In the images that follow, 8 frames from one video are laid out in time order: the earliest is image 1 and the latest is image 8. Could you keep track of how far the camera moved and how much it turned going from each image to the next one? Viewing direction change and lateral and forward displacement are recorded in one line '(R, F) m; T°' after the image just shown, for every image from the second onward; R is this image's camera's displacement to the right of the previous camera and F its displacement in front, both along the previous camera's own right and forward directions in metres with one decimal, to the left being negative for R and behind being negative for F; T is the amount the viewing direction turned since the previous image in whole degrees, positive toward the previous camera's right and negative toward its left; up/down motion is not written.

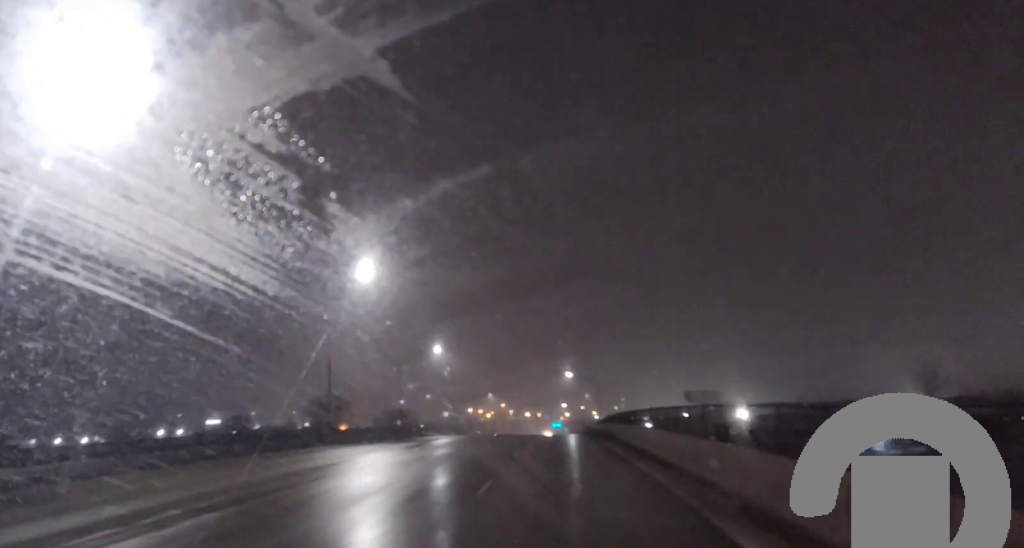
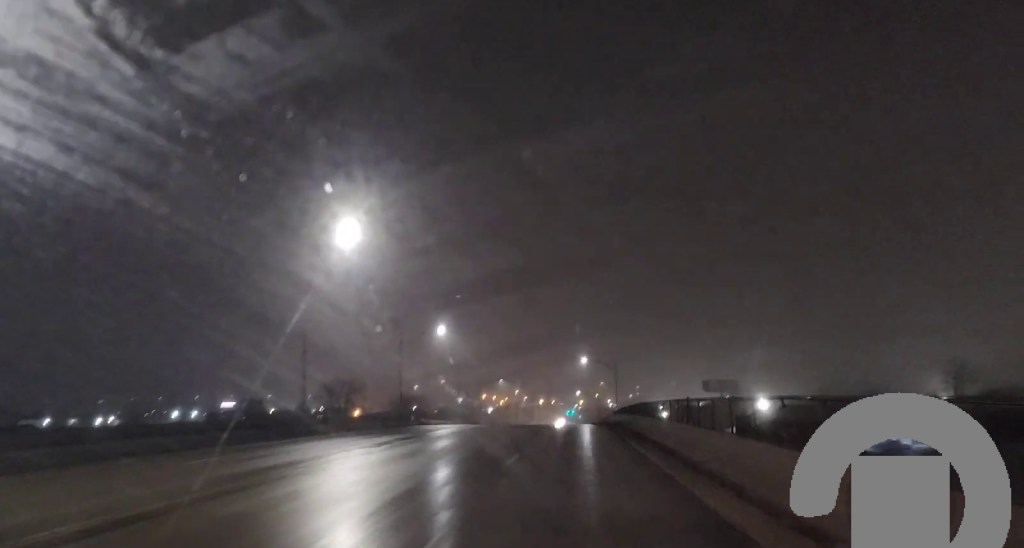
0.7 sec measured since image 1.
(+0.1, +7.9) m; +1°
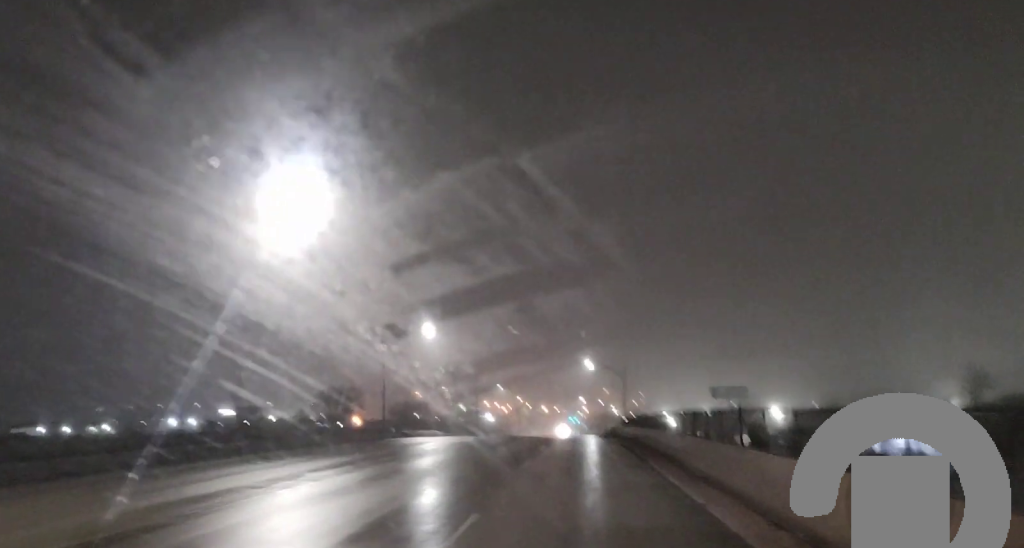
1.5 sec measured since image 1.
(+0.1, +9.6) m; 0°
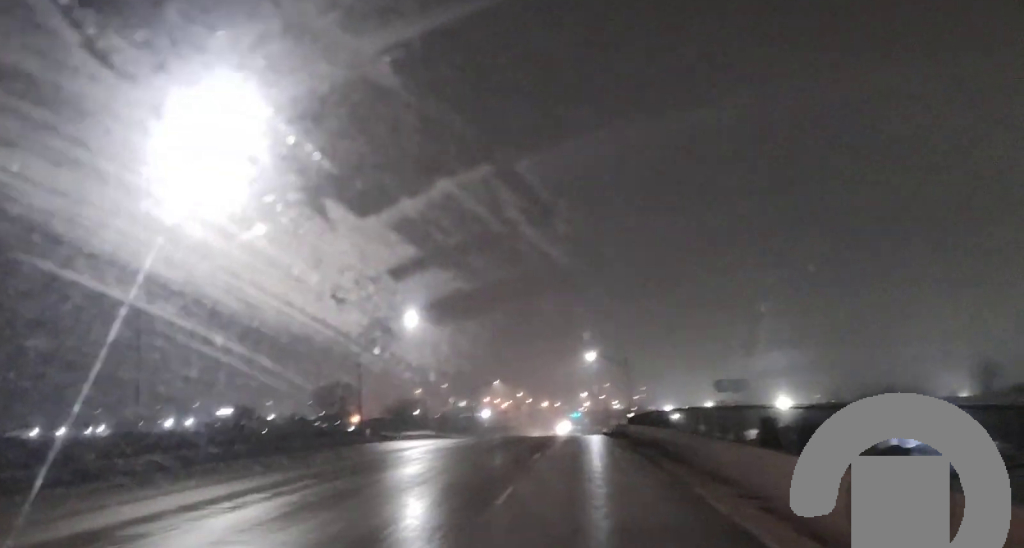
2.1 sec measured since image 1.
(-0.2, +8.2) m; -1°
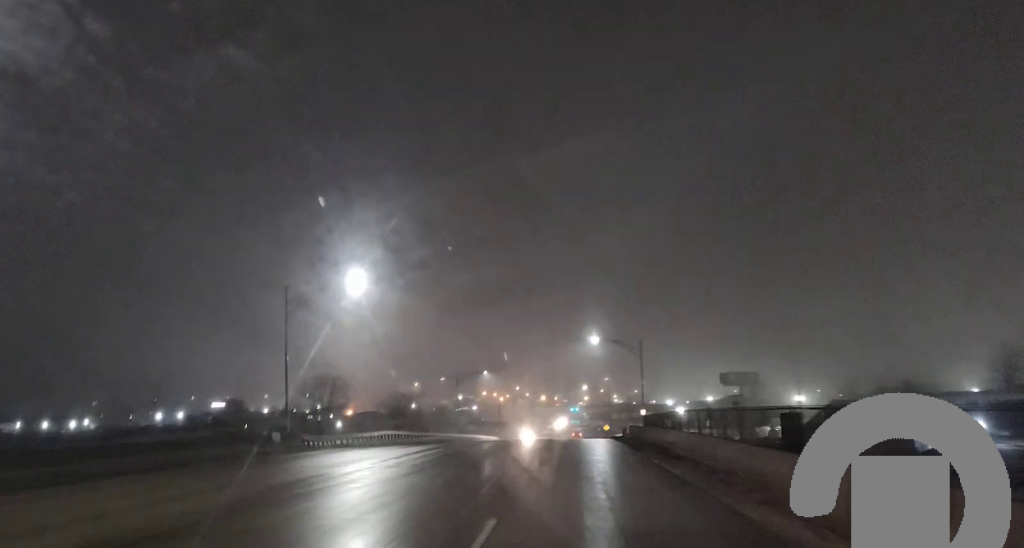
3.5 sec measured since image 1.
(-0.1, +17.1) m; 0°
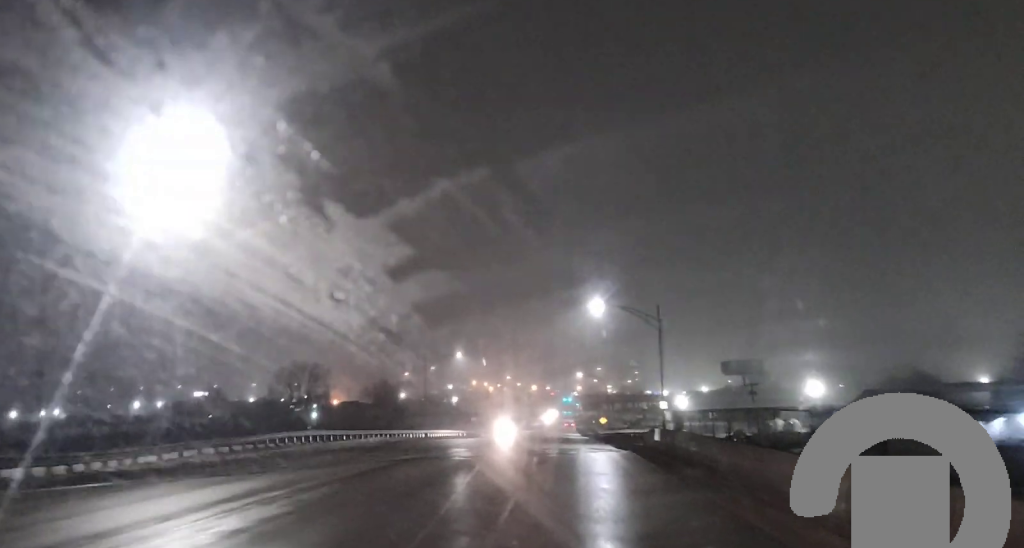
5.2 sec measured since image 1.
(0.0, +22.2) m; 0°
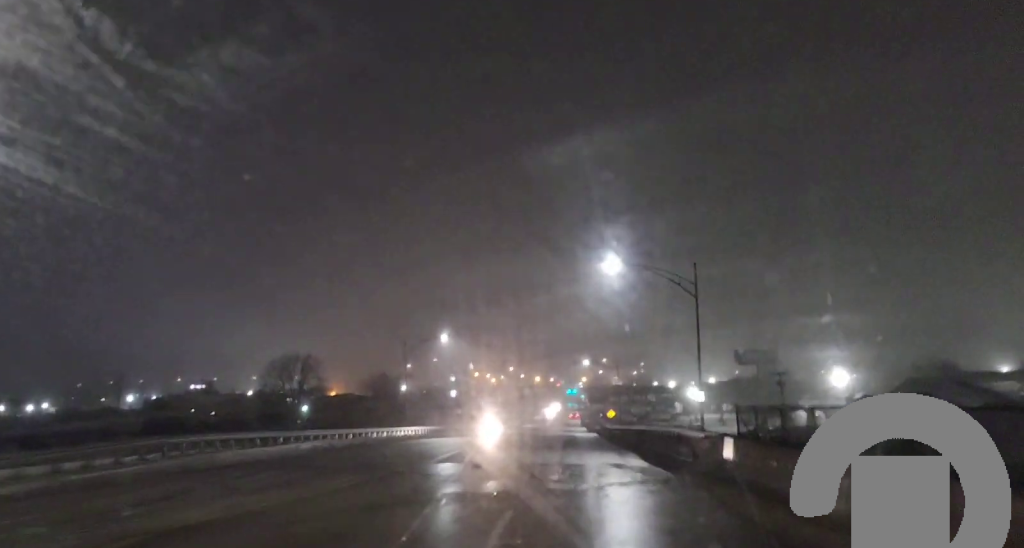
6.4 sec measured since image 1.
(0.0, +15.0) m; +1°
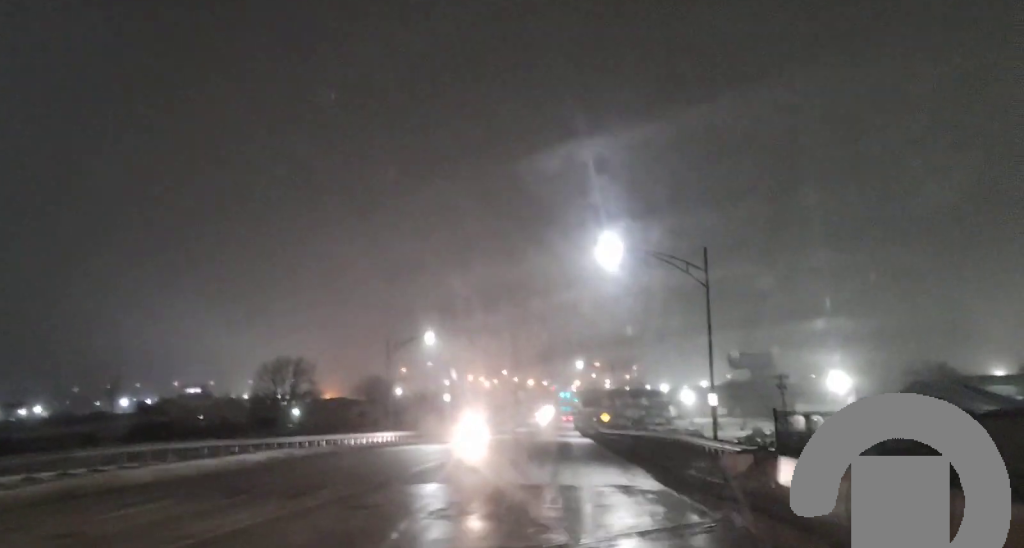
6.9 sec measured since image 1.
(+0.1, +6.0) m; +1°
